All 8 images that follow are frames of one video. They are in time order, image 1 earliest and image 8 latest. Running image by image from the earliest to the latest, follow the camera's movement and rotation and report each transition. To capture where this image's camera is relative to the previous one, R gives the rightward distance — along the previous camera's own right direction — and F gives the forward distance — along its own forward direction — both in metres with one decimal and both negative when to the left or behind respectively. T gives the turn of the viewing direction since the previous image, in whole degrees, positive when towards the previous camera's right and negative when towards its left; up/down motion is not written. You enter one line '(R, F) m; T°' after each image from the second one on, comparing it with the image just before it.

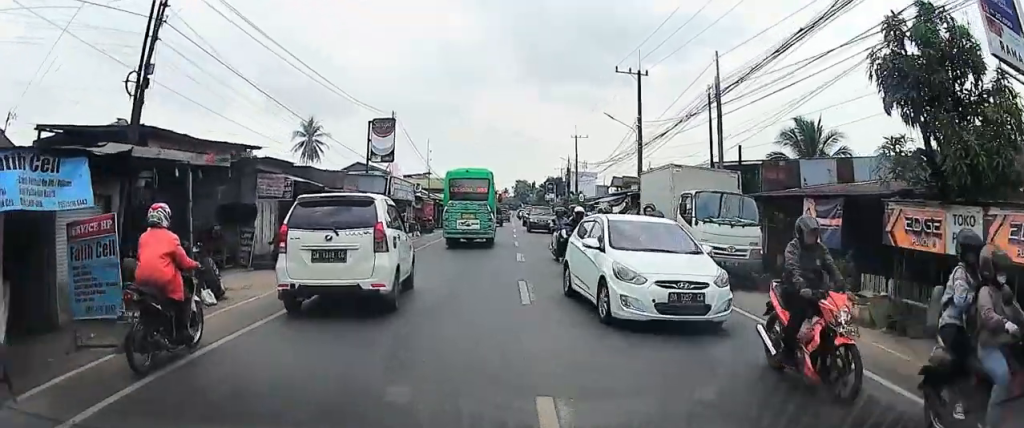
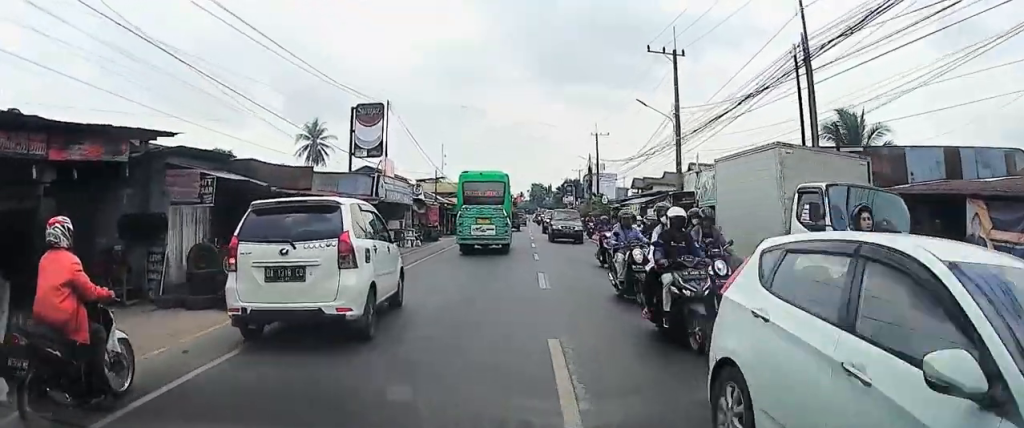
(0.0, +5.5) m; 0°
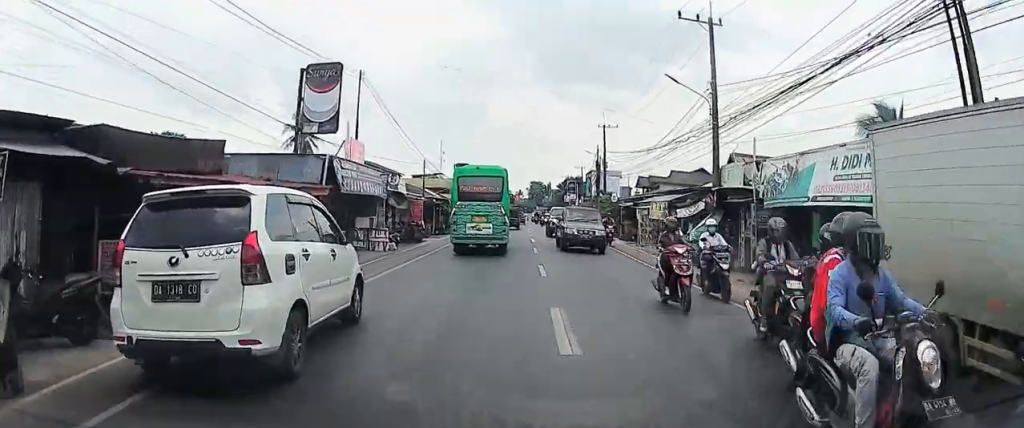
(0.0, +5.7) m; 0°
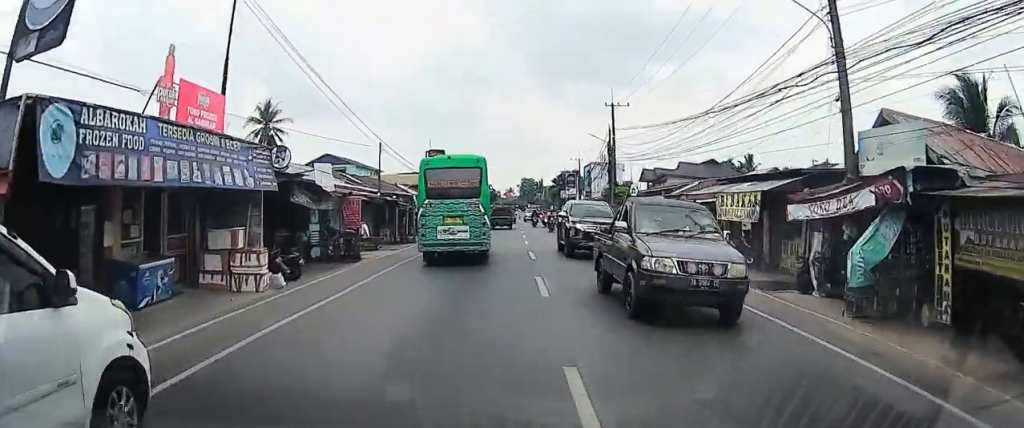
(0.0, +10.2) m; 0°
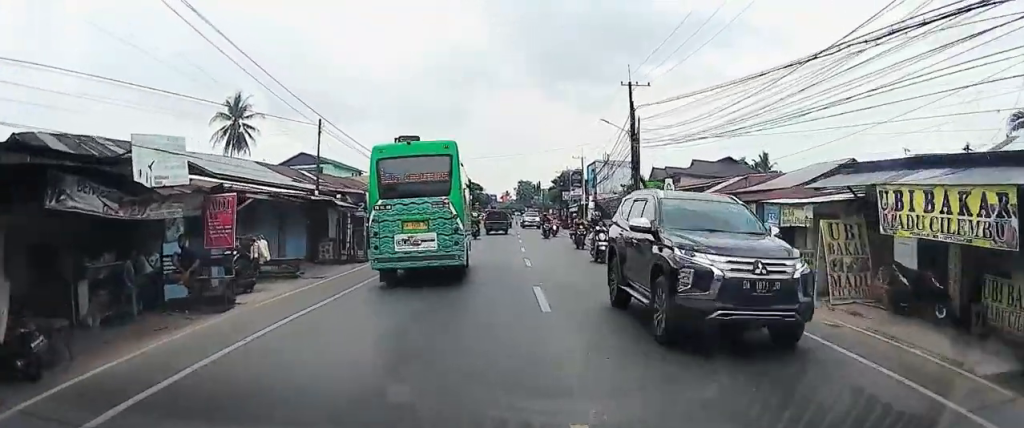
(0.0, +8.0) m; 0°
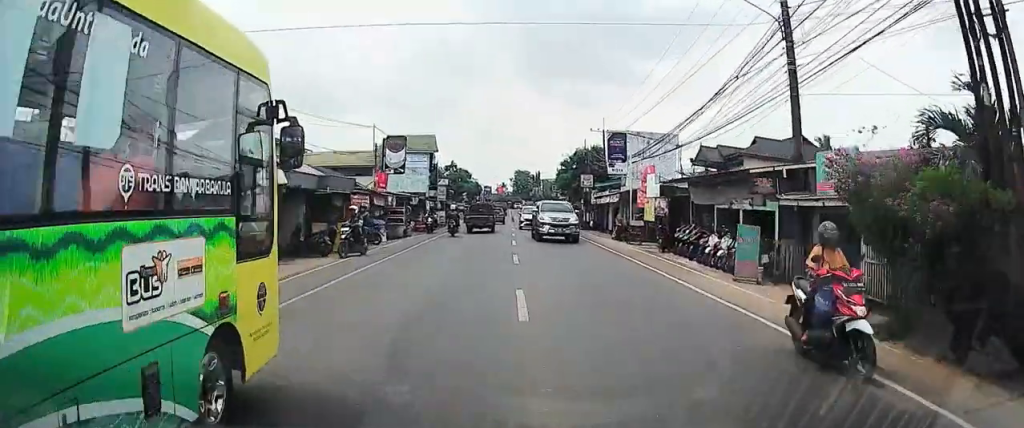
(-0.1, +20.7) m; -1°
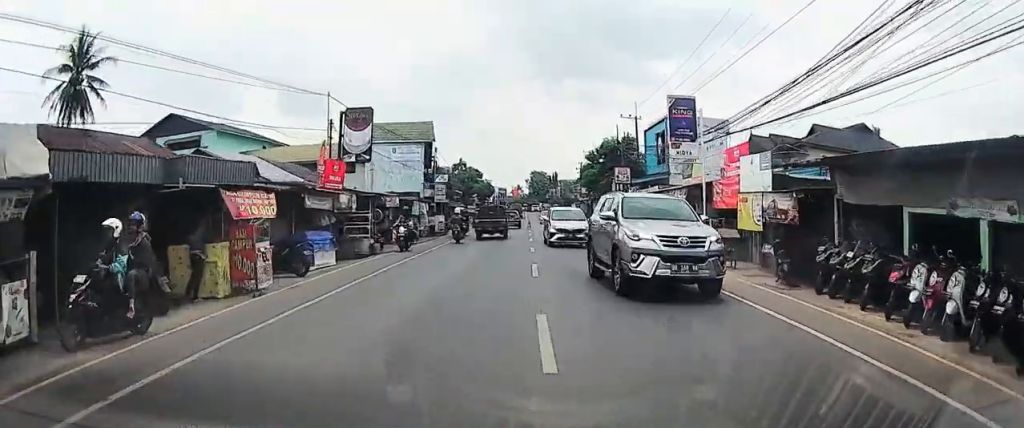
(-0.1, +9.9) m; -1°
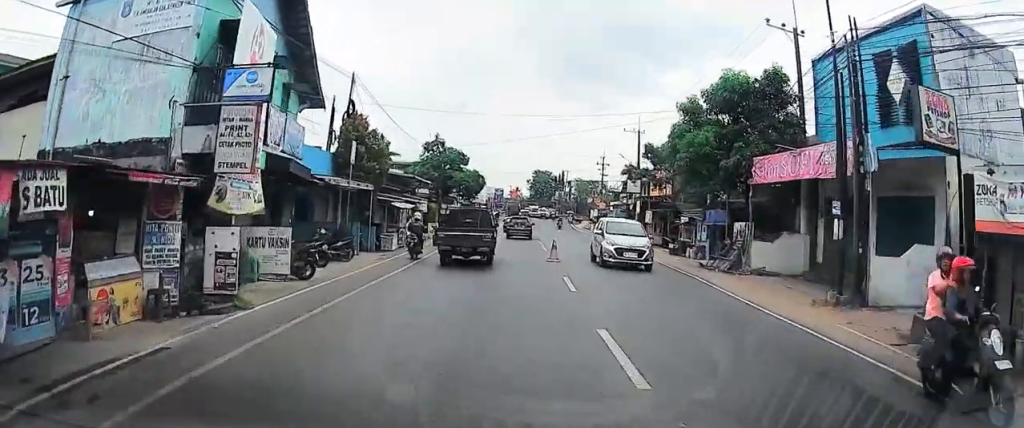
(-0.1, +32.4) m; 0°
